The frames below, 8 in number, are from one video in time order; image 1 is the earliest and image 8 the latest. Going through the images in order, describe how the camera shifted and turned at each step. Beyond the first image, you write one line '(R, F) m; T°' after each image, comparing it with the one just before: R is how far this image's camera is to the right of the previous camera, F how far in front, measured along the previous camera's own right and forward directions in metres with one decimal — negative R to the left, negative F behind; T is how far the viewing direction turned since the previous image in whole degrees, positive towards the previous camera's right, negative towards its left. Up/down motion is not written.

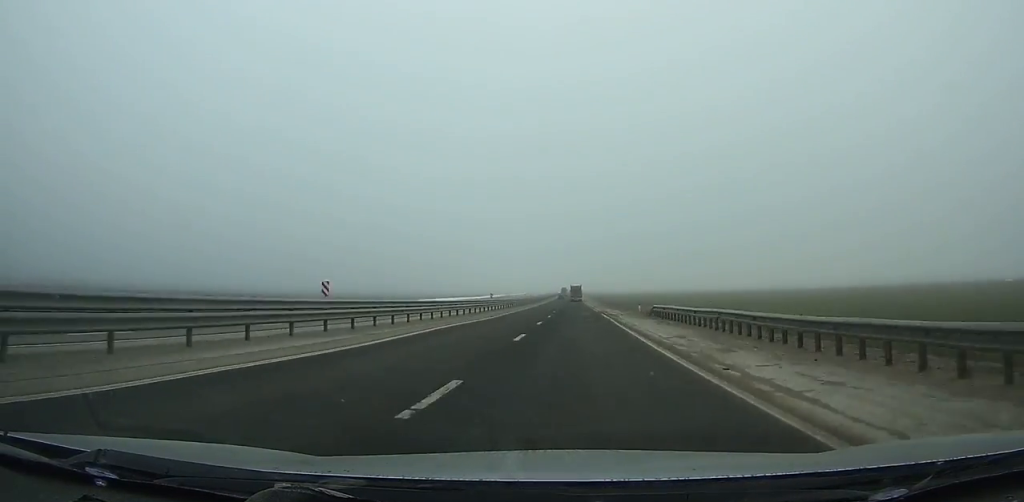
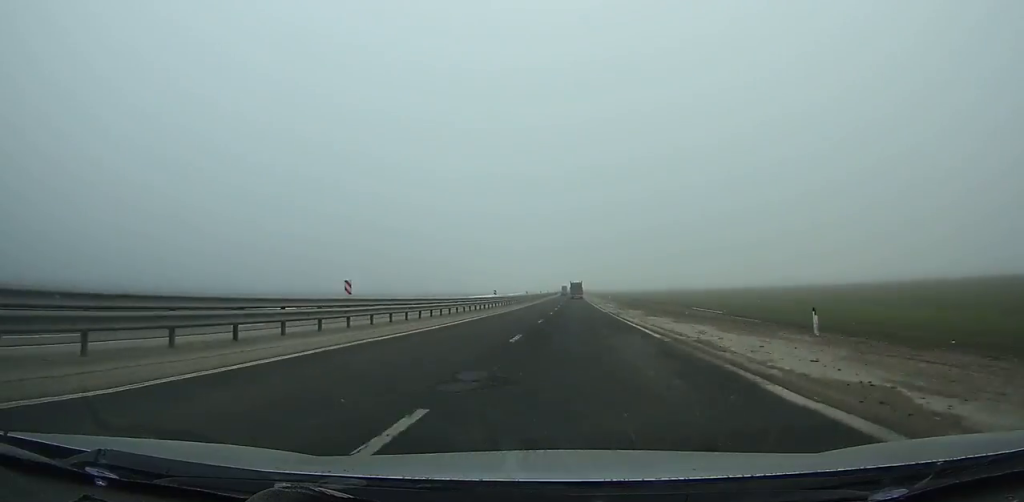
(-0.1, +37.1) m; 0°
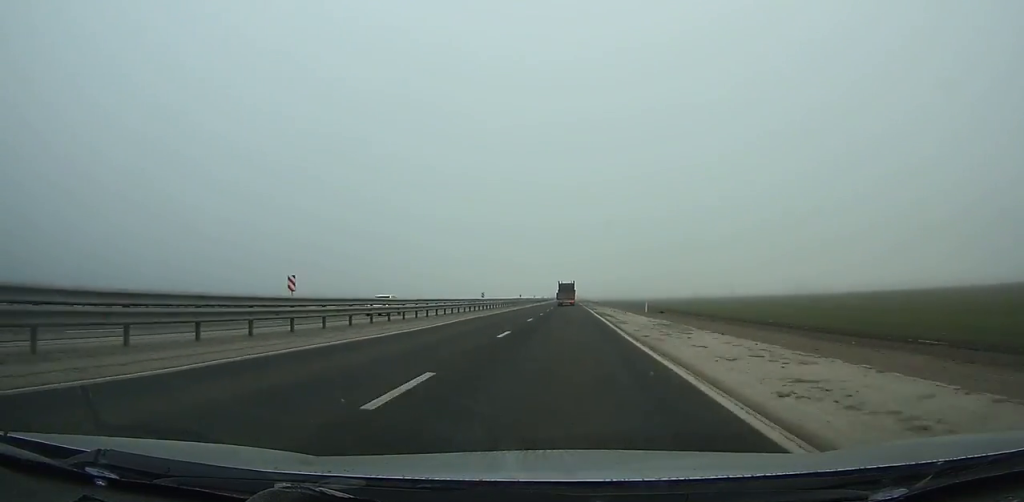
(+0.2, +161.9) m; -1°
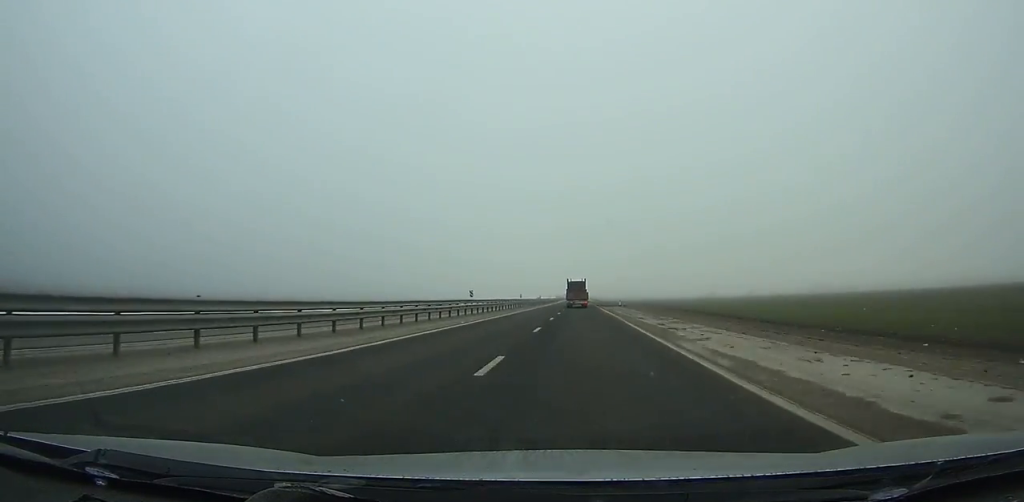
(-0.5, +55.9) m; 0°
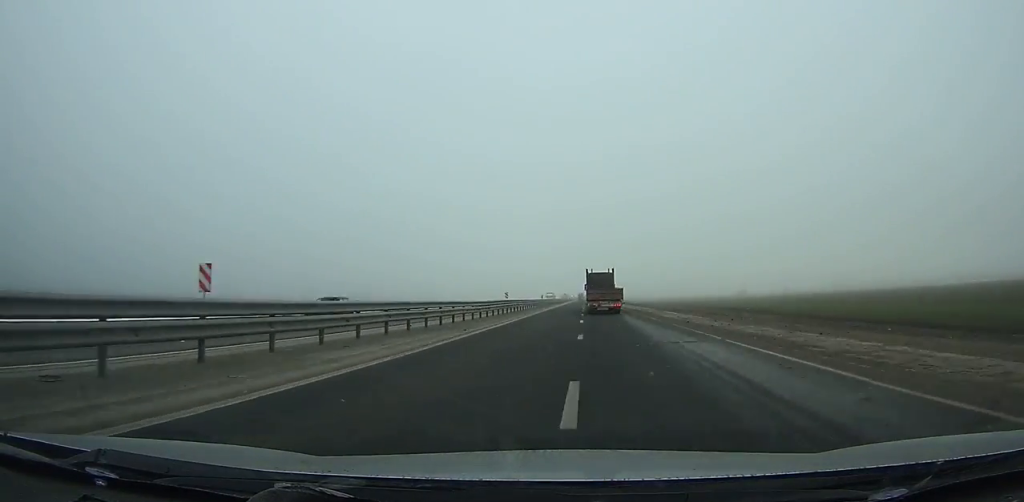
(+0.1, +109.9) m; 0°
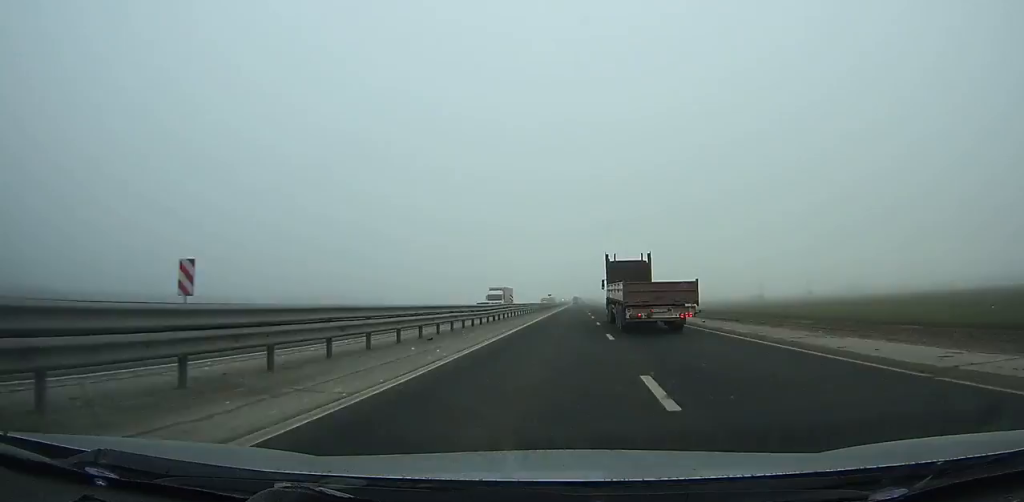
(0.0, +81.8) m; 0°
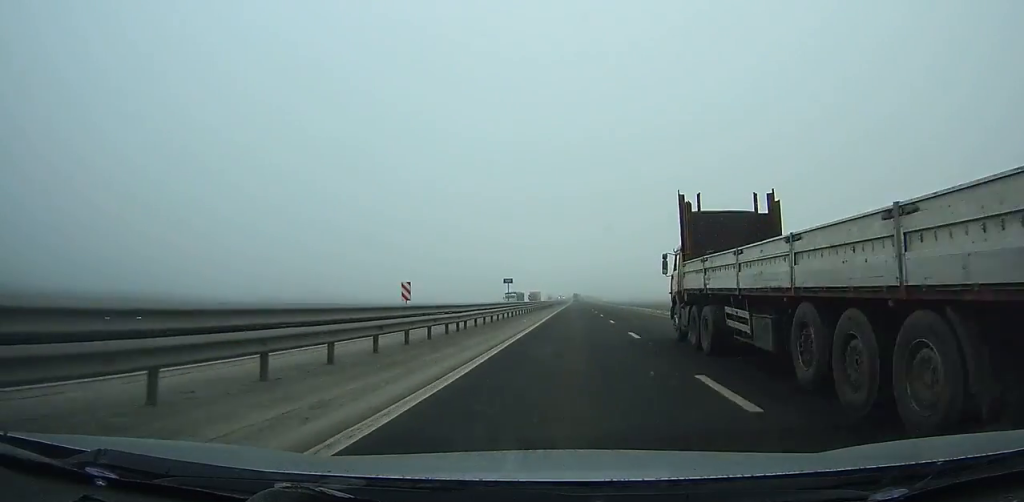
(0.0, +72.1) m; +1°
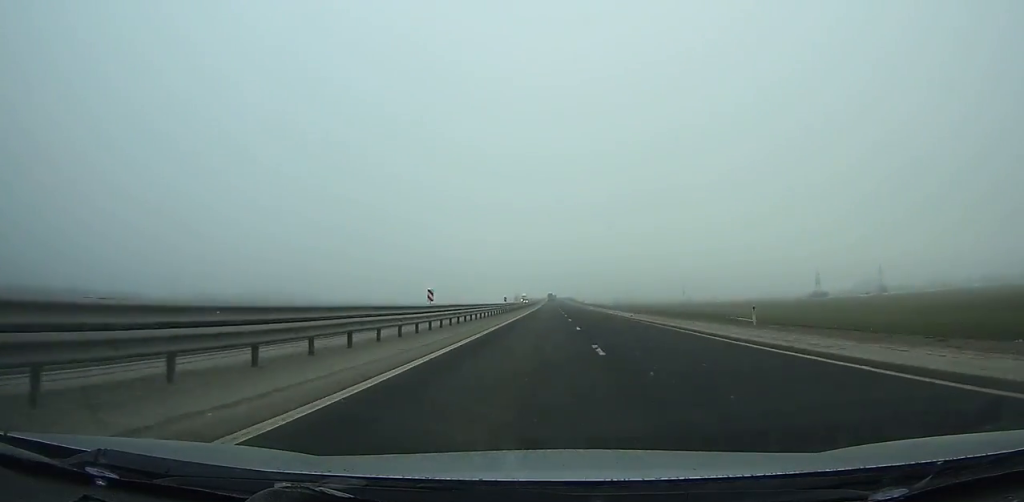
(+1.7, +114.1) m; +1°
